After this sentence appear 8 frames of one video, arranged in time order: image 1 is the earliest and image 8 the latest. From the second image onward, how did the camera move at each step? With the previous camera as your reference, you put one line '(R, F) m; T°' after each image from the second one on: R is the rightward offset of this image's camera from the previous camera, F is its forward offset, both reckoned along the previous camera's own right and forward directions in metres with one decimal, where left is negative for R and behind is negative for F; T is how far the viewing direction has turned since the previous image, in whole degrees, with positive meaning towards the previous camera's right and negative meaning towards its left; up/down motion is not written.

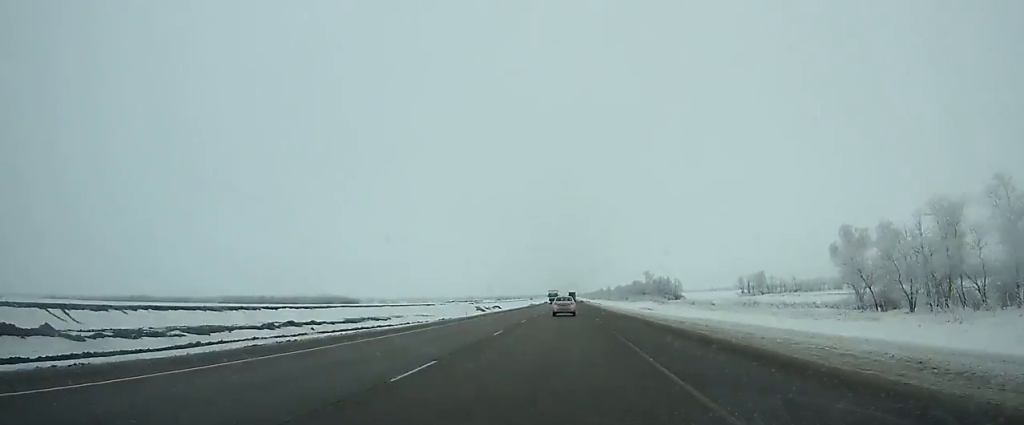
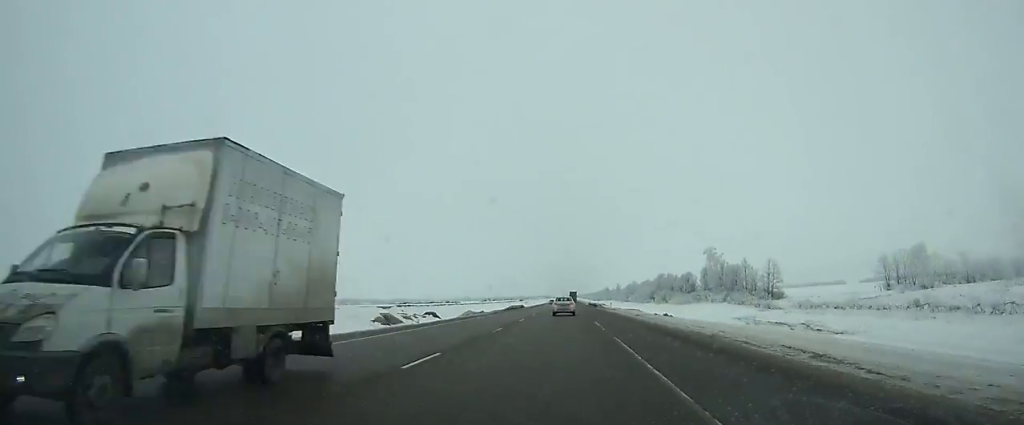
(-0.3, +120.6) m; 0°
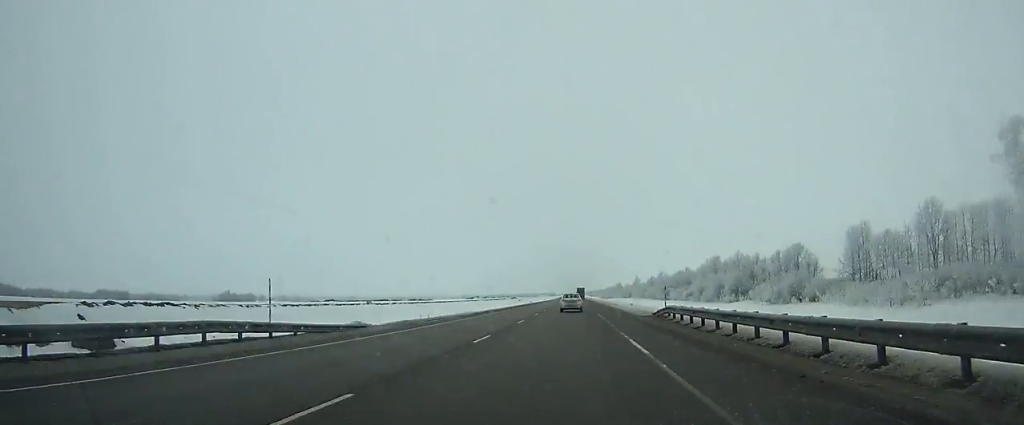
(-0.2, +101.6) m; 0°
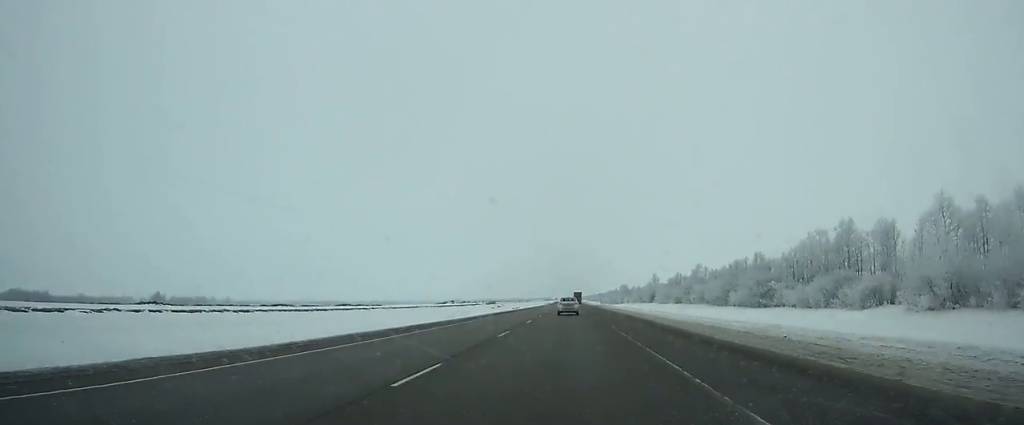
(+0.1, +93.2) m; 0°
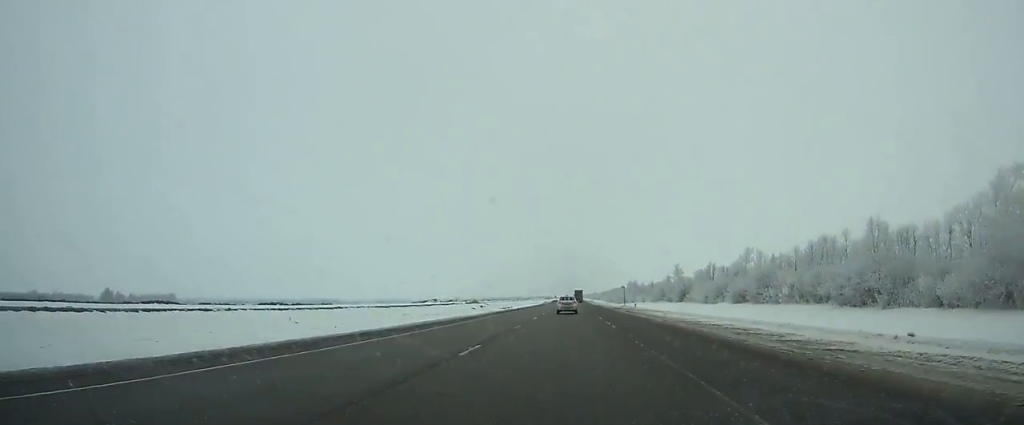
(0.0, +54.4) m; 0°
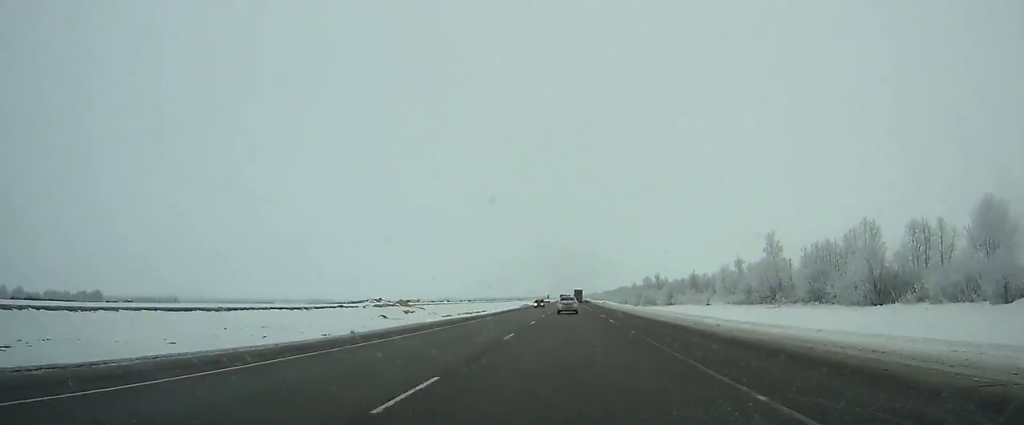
(+0.1, +102.3) m; 0°
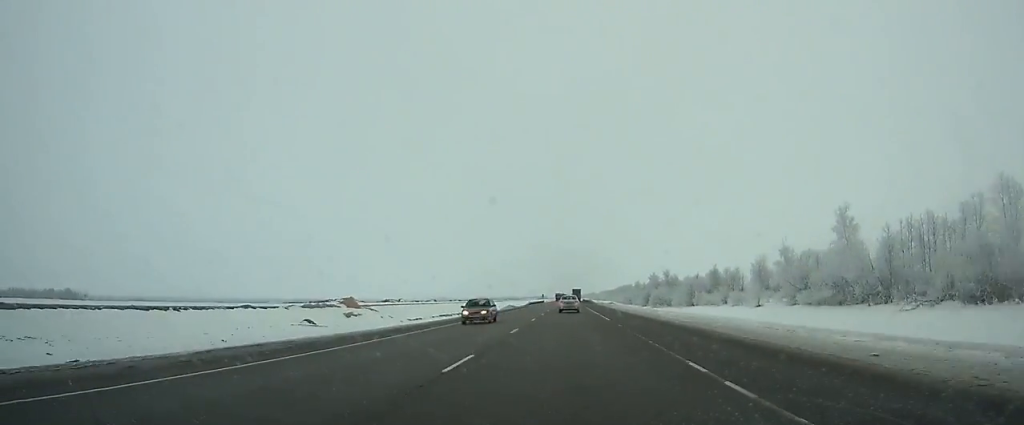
(0.0, +32.0) m; 0°
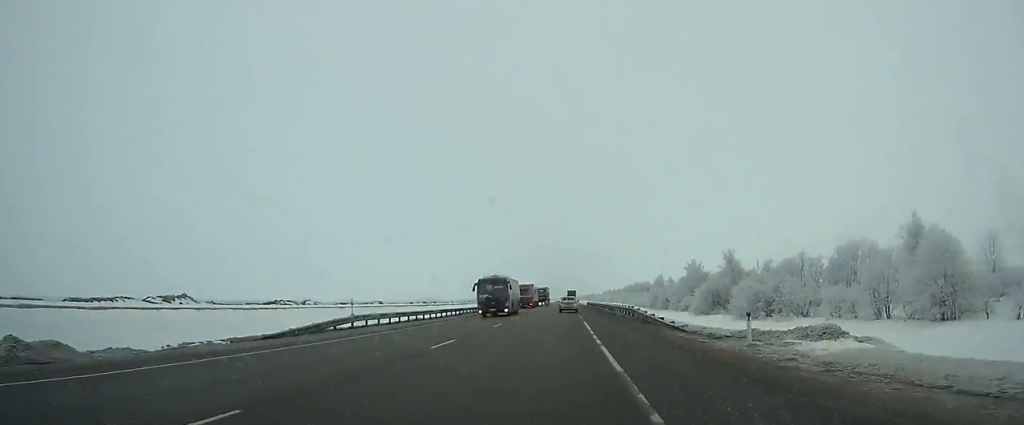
(-0.1, +102.6) m; 0°
